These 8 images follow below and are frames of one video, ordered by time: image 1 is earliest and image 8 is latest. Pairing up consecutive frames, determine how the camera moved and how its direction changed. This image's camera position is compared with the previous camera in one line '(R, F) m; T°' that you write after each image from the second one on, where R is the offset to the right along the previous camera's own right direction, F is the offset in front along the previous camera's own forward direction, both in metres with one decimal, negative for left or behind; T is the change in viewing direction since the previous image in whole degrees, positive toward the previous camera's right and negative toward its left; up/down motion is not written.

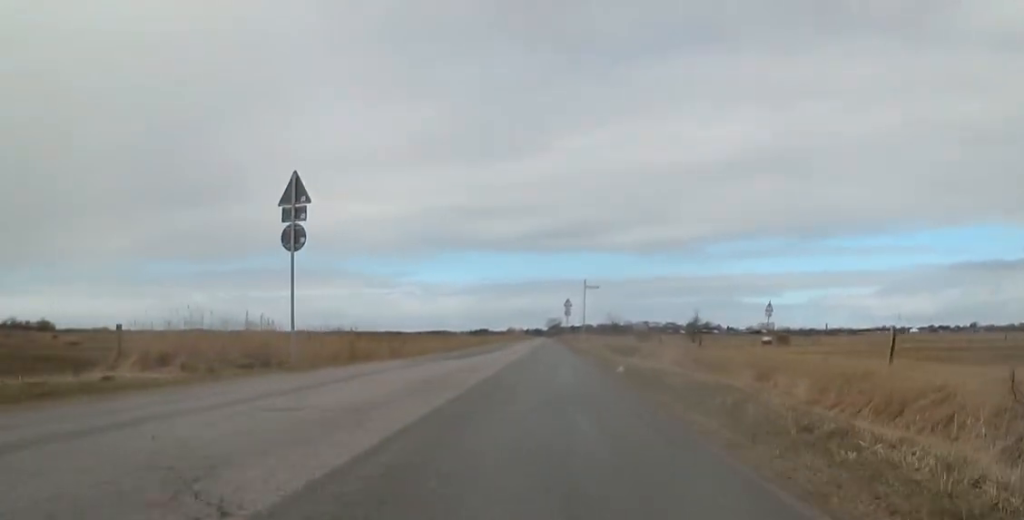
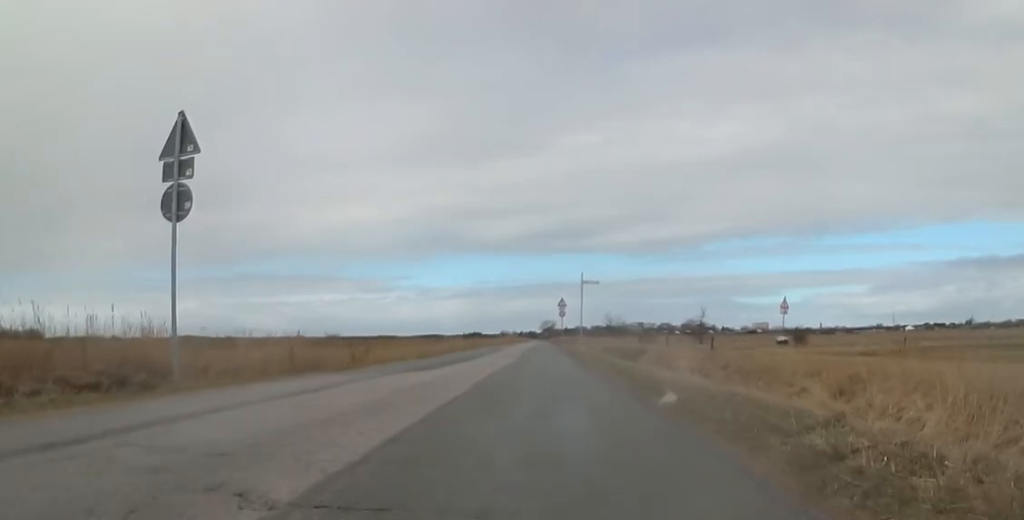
(+0.7, +5.7) m; +2°
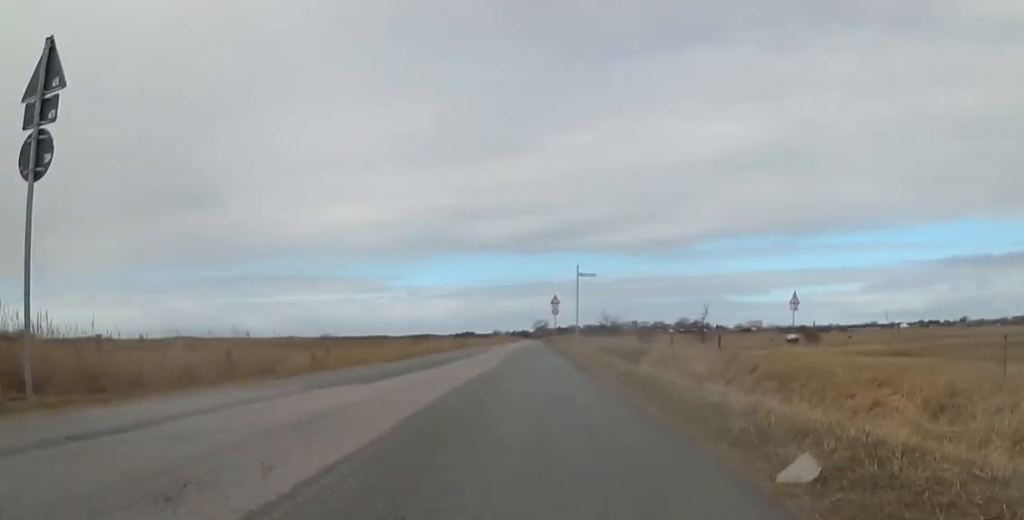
(-0.4, +3.7) m; -5°
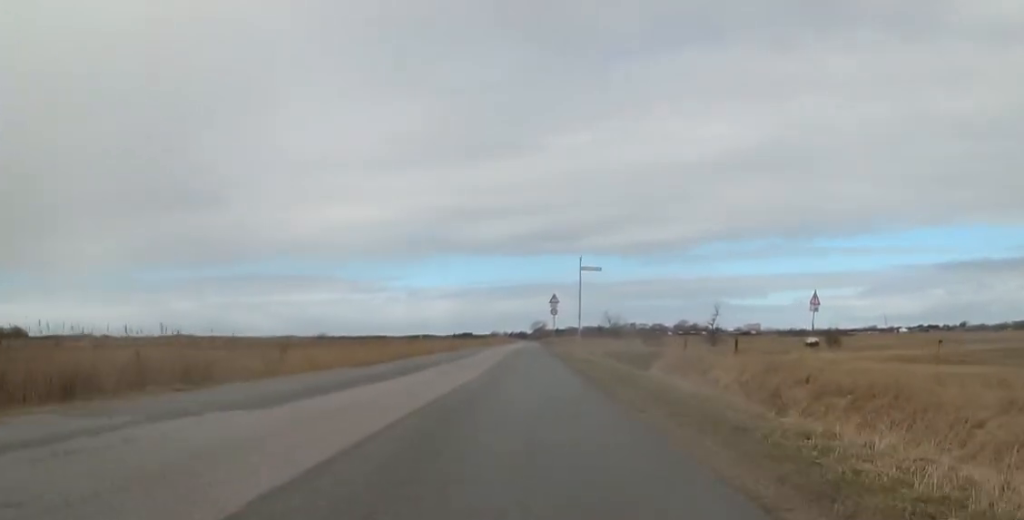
(-0.2, +4.2) m; +2°
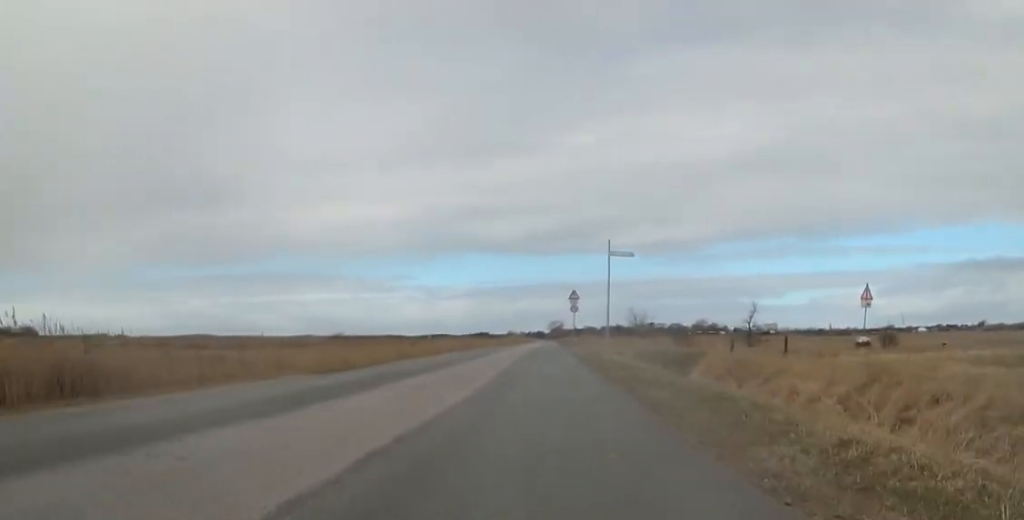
(+0.3, +5.4) m; +3°
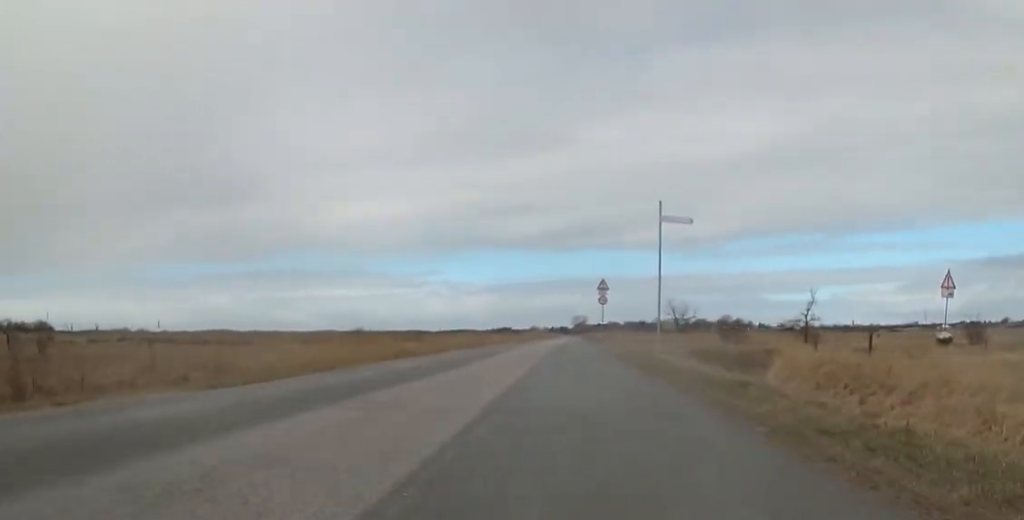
(-0.2, +6.9) m; -5°
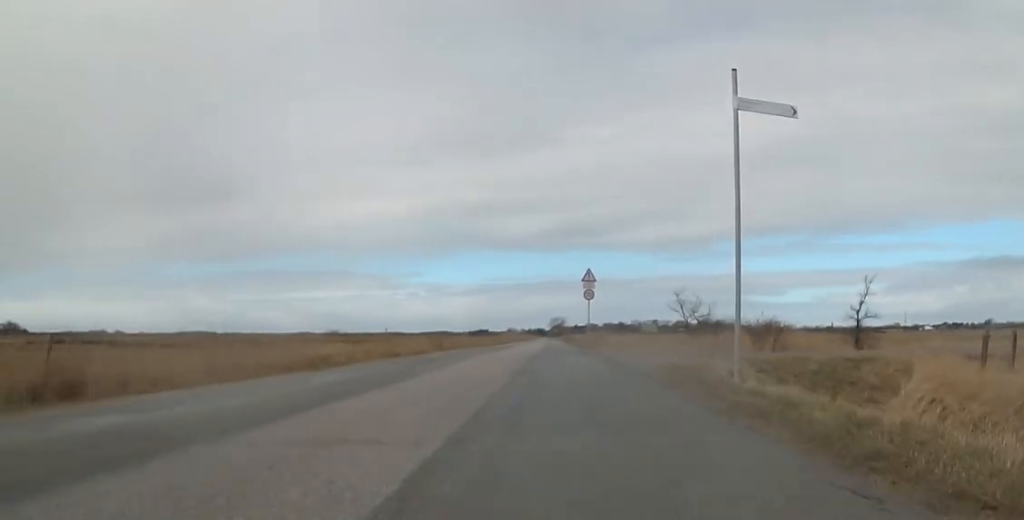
(+0.6, +10.4) m; +4°
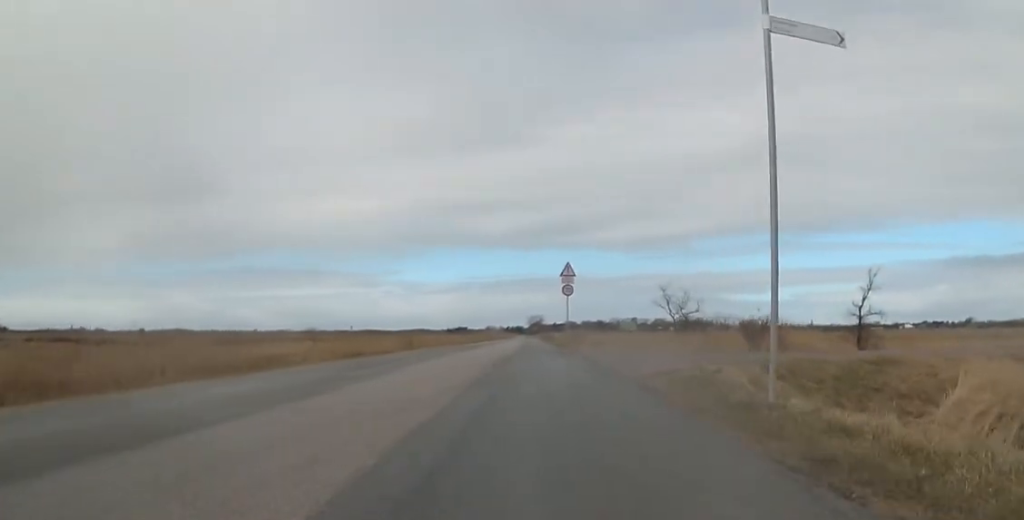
(+0.1, +2.9) m; -2°
